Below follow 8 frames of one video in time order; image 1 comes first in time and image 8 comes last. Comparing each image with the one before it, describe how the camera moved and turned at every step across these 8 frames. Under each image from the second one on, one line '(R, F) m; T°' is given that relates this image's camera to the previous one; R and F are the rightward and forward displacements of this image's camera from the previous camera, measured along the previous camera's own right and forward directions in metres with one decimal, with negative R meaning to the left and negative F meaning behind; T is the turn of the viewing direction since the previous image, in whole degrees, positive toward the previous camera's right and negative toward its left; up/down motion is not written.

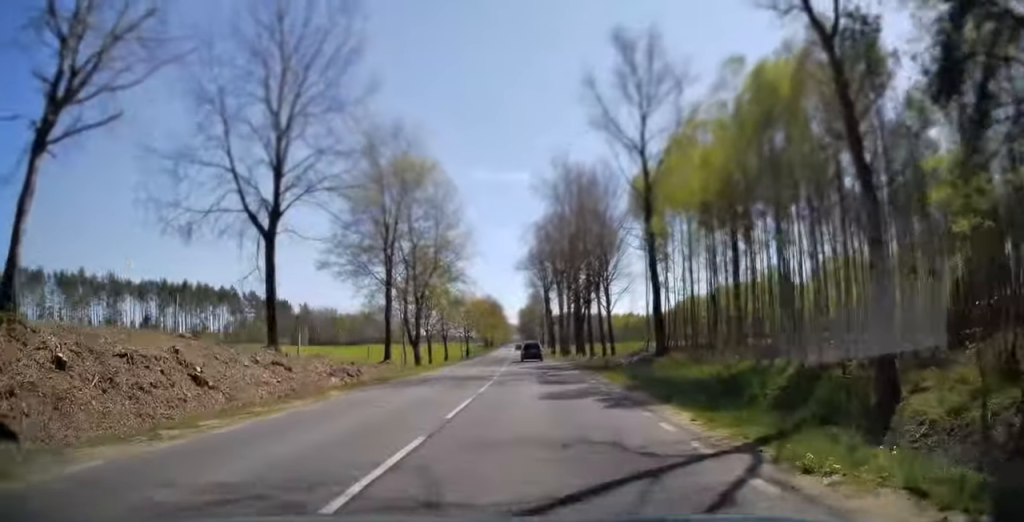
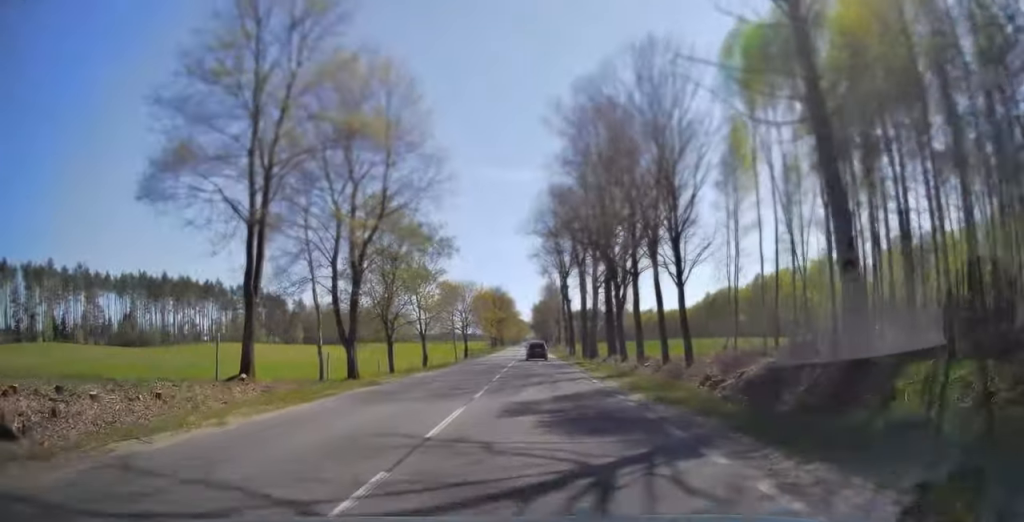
(-0.3, +21.6) m; -1°
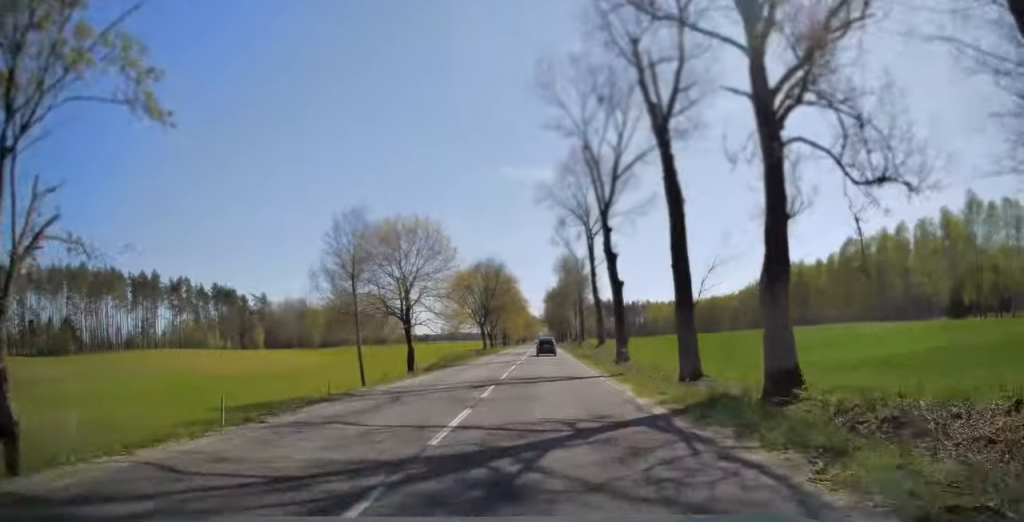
(-0.4, +45.7) m; -1°
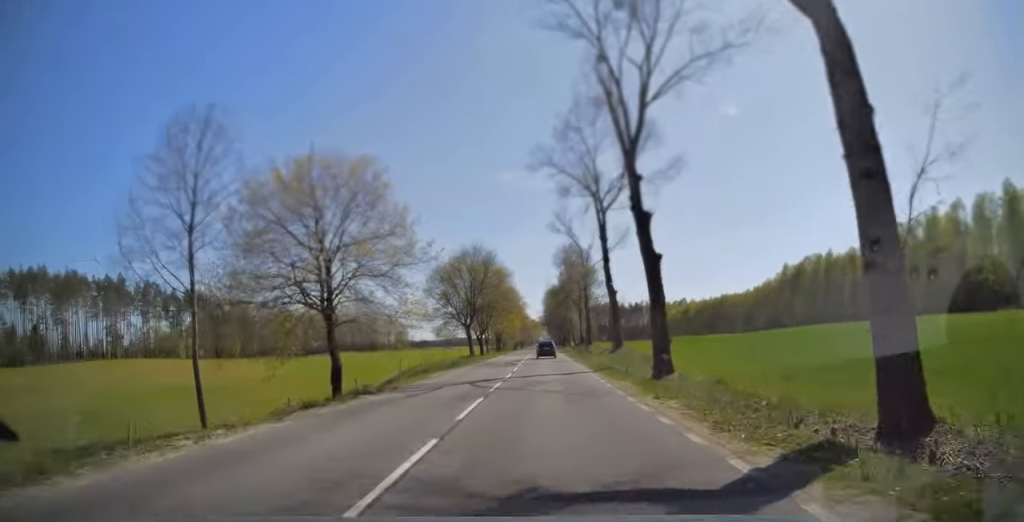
(0.0, +16.4) m; 0°
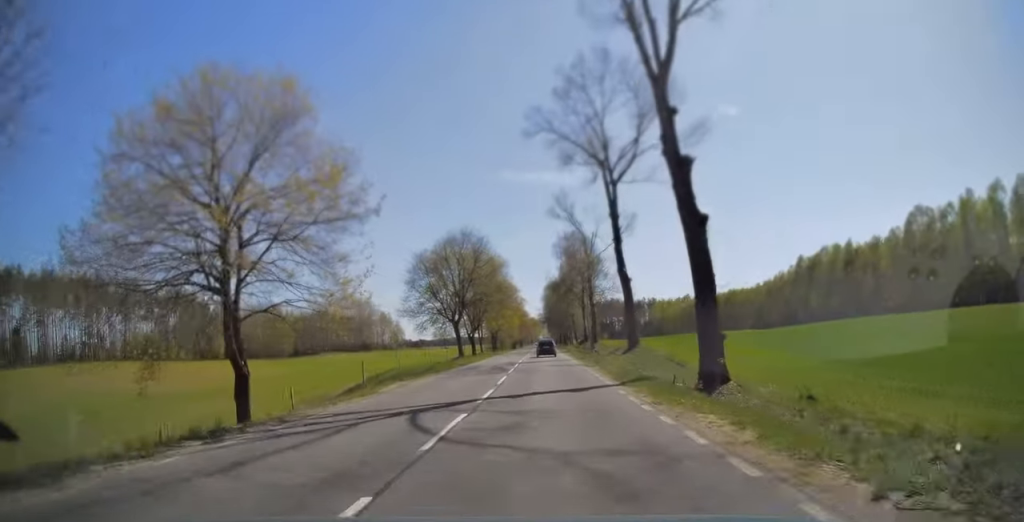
(0.0, +9.6) m; 0°
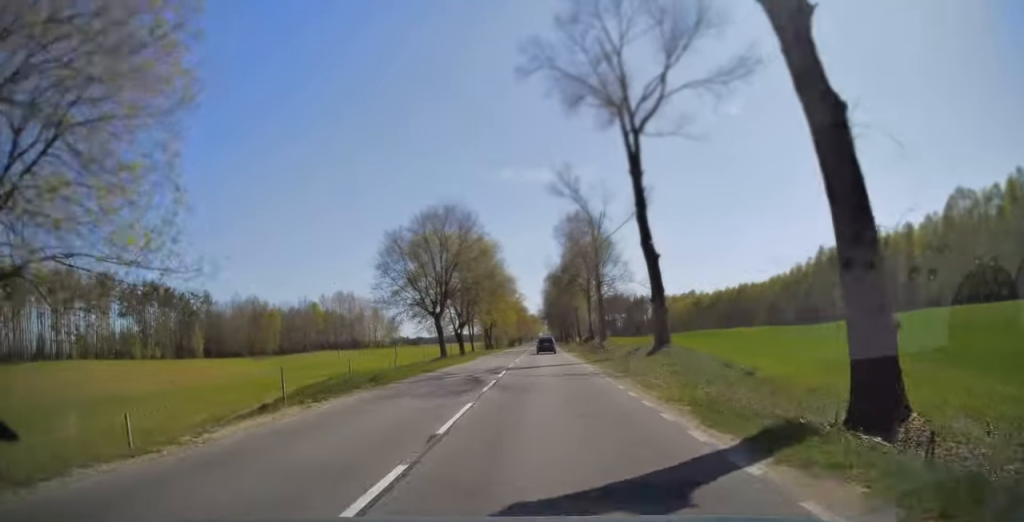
(0.0, +11.6) m; 0°
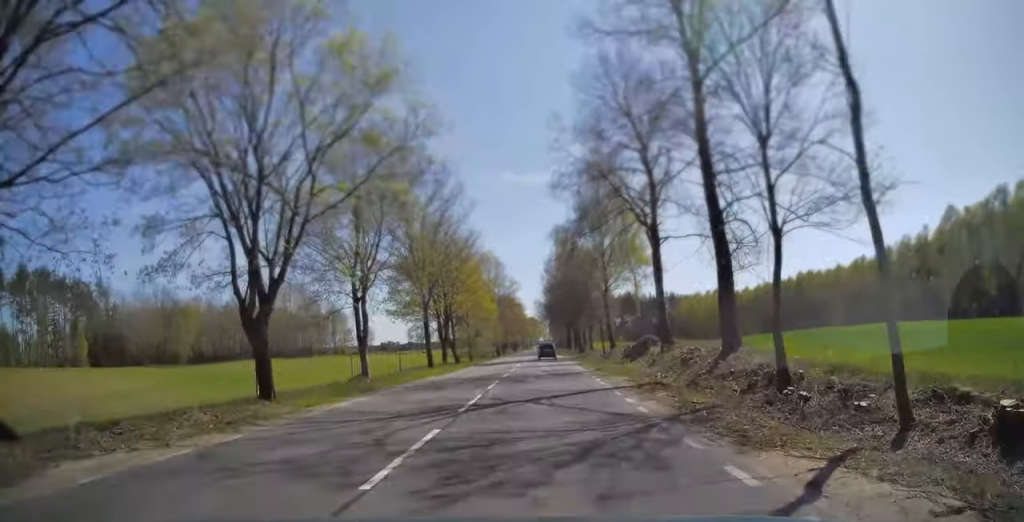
(-0.1, +48.1) m; 0°
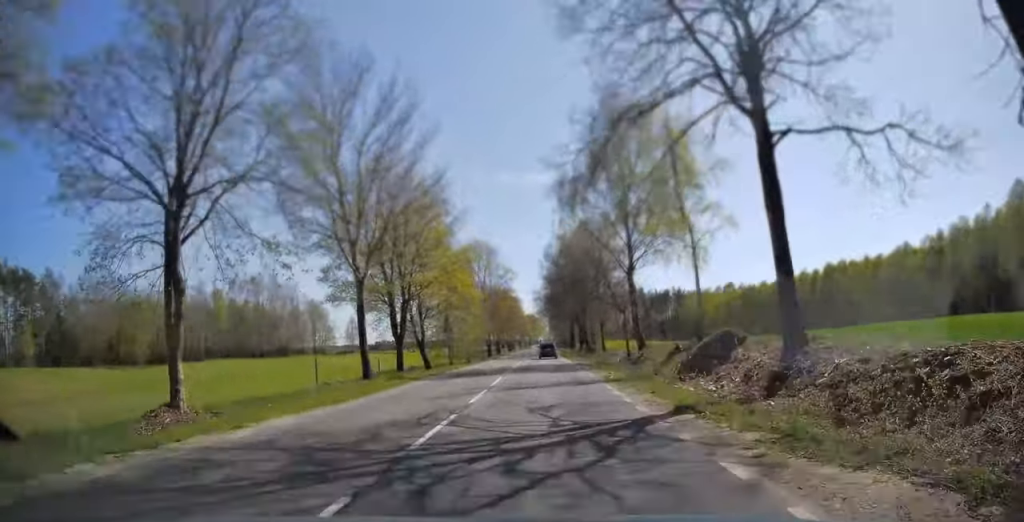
(0.0, +16.9) m; 0°
